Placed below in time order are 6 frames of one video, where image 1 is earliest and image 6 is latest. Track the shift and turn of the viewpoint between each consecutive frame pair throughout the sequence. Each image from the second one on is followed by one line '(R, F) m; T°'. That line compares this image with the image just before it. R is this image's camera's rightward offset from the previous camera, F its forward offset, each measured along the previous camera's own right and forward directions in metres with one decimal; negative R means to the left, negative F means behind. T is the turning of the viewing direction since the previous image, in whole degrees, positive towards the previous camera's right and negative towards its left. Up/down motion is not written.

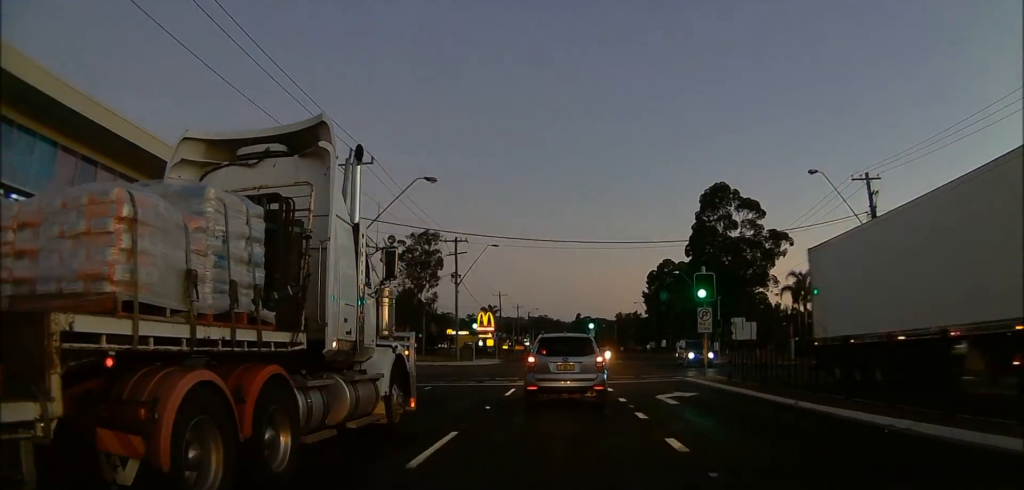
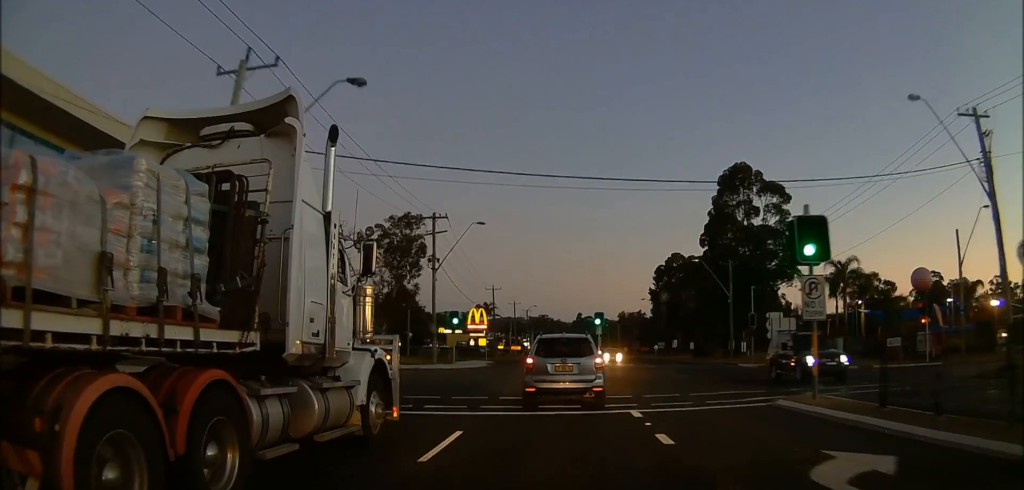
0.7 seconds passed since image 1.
(+0.5, +11.2) m; +1°
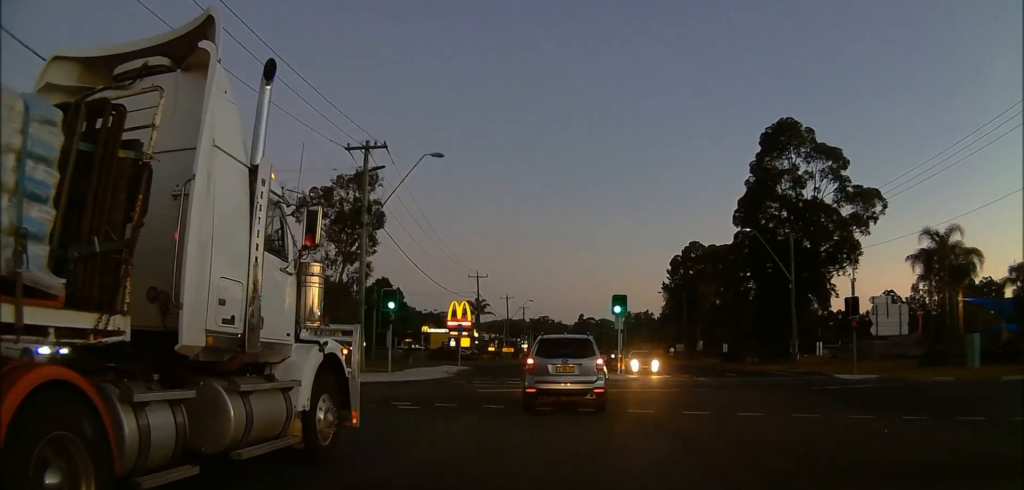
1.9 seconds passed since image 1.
(+0.1, +18.0) m; 0°
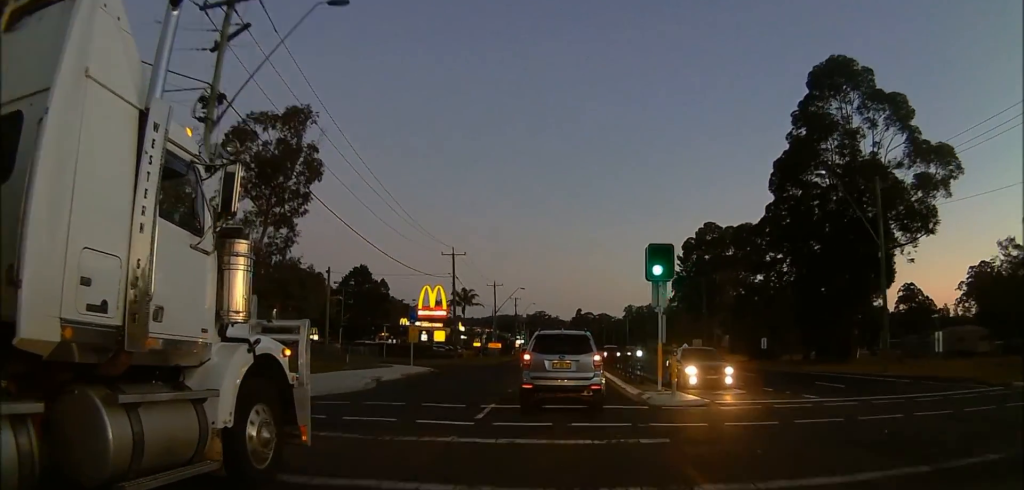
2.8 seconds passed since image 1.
(0.0, +14.2) m; -2°
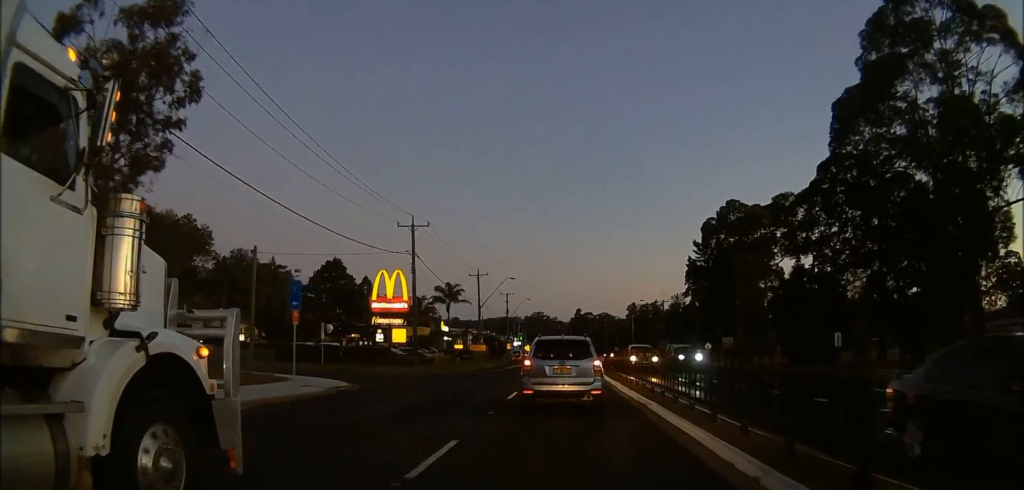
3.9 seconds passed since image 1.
(-0.4, +14.7) m; -1°
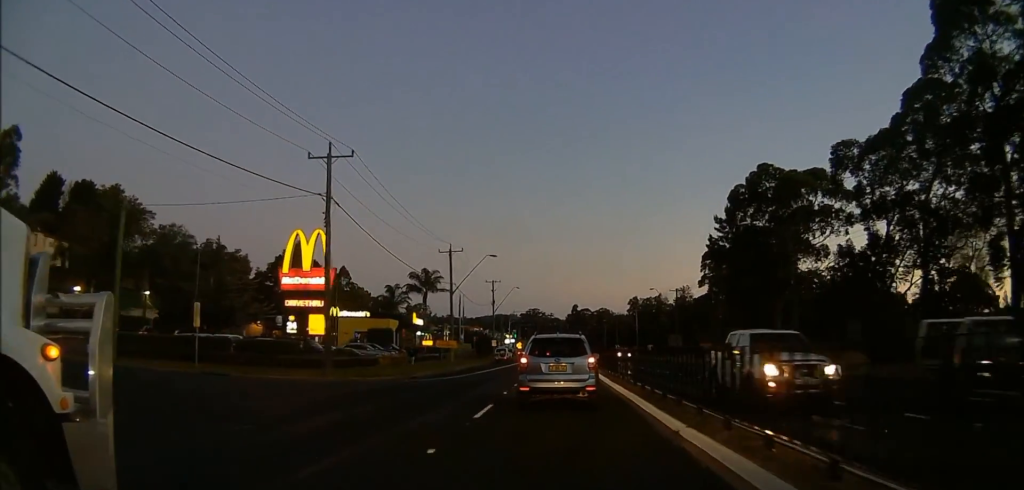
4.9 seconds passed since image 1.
(+0.1, +16.4) m; +1°
